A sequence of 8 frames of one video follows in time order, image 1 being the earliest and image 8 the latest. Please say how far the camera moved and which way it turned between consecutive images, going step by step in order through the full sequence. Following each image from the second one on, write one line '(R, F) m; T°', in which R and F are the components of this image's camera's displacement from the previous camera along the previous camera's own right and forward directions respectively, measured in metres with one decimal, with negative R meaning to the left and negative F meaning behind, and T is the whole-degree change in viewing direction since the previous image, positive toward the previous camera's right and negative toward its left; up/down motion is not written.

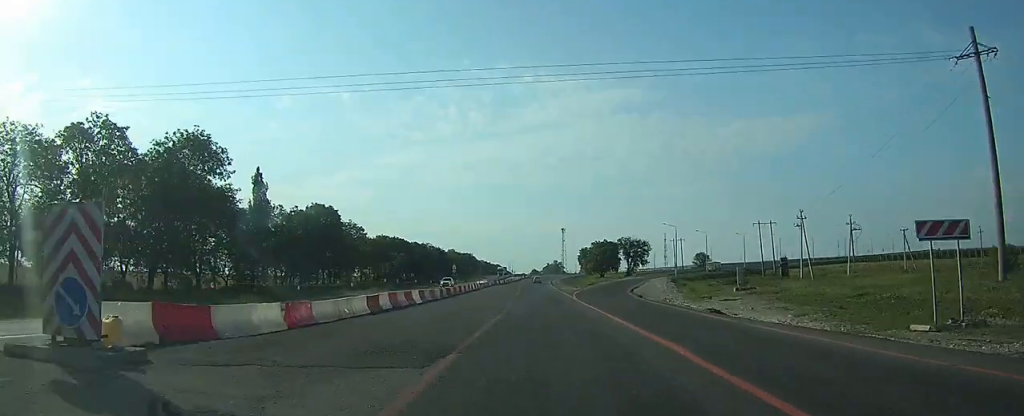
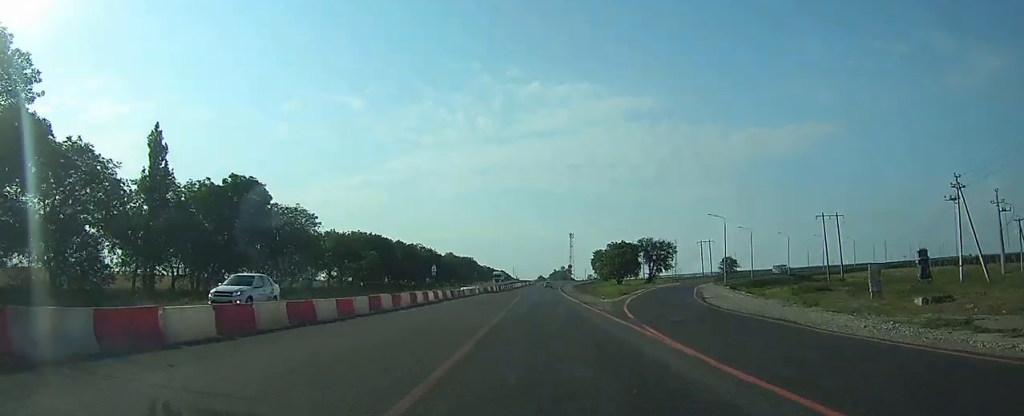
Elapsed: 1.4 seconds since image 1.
(-0.3, +30.5) m; -1°
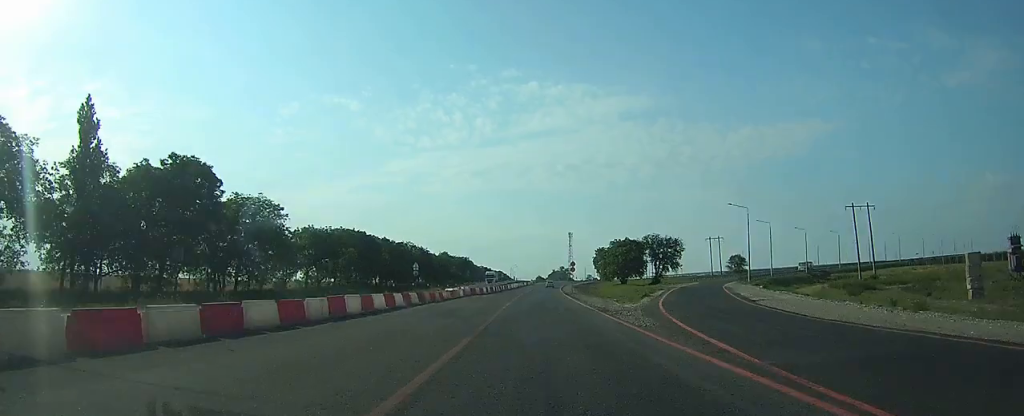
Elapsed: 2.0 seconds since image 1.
(0.0, +12.3) m; 0°
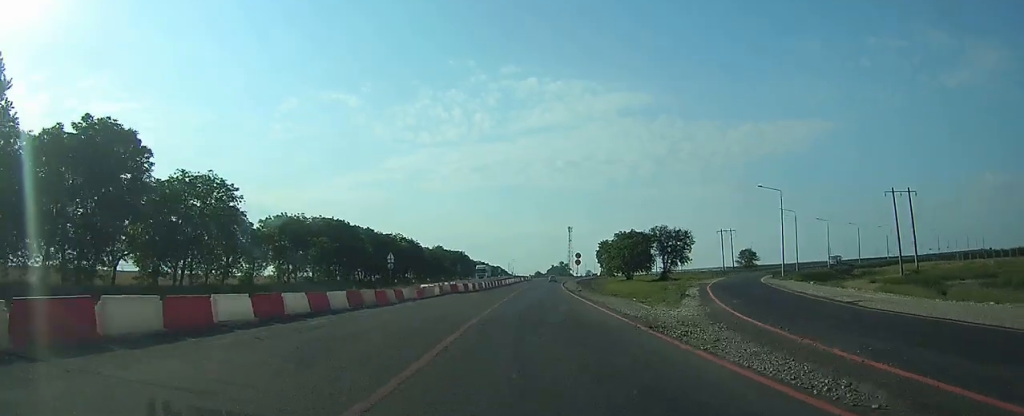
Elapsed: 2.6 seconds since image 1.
(0.0, +13.1) m; 0°
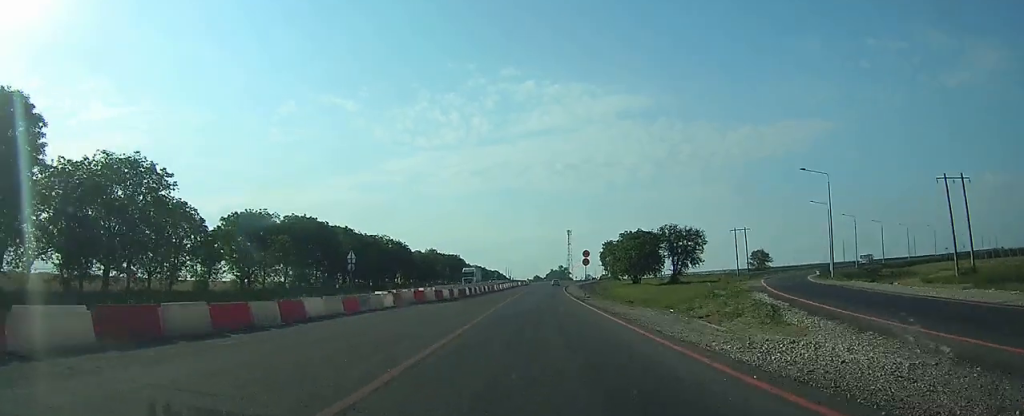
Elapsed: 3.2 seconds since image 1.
(0.0, +13.8) m; 0°
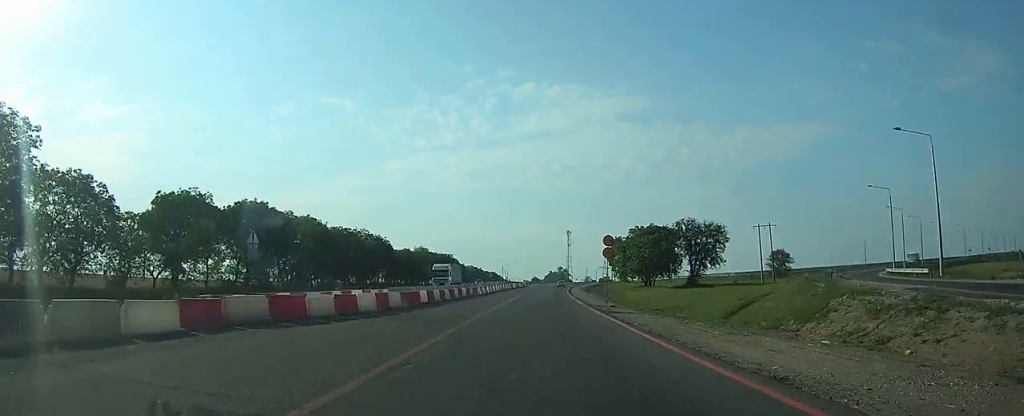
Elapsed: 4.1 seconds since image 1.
(0.0, +18.9) m; 0°
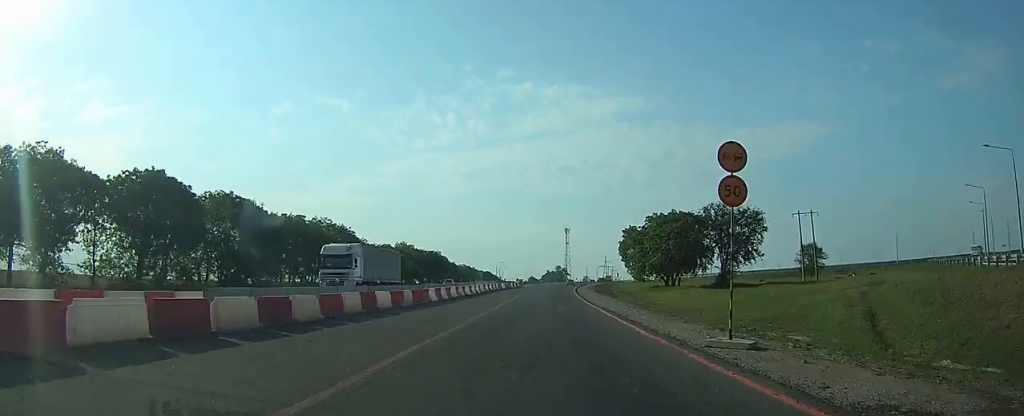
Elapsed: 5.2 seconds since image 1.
(+0.1, +24.6) m; 0°
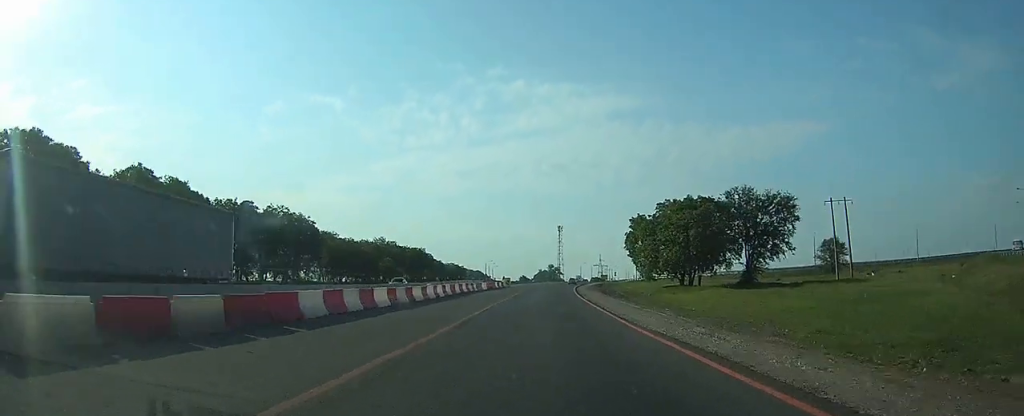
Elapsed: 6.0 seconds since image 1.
(0.0, +17.3) m; 0°
